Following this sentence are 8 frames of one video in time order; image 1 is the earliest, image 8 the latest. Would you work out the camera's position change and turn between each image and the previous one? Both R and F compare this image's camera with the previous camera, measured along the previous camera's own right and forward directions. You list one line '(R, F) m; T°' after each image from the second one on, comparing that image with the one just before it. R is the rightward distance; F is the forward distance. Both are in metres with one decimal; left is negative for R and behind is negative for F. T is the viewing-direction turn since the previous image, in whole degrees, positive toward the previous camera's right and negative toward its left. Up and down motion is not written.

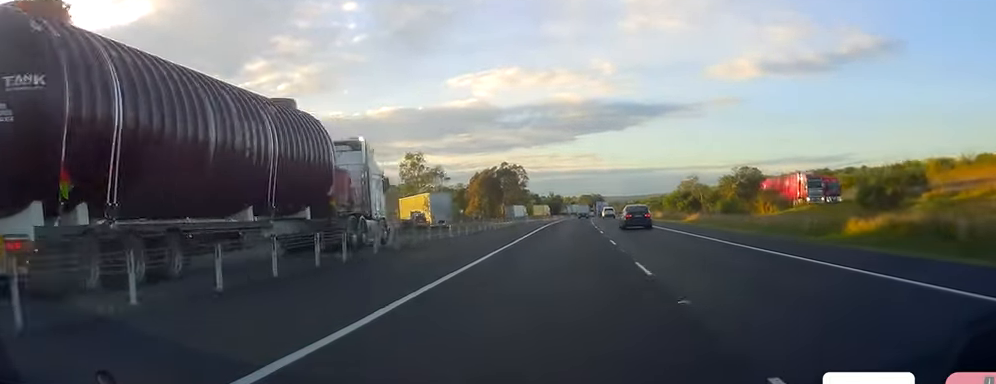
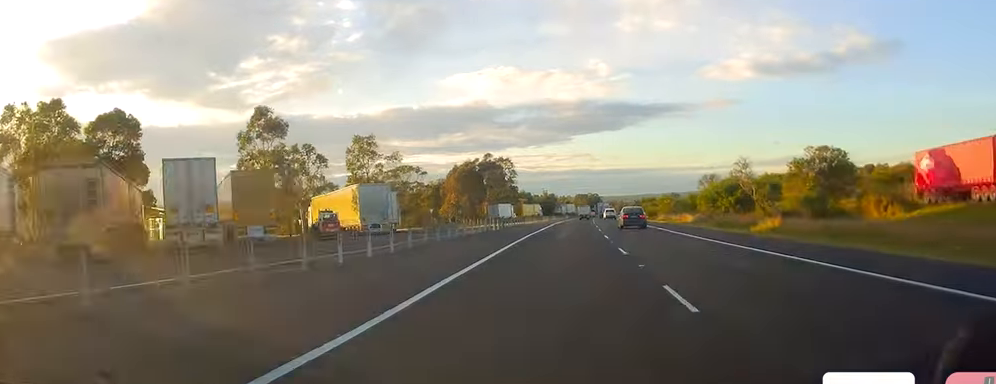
(+0.4, +28.5) m; 0°
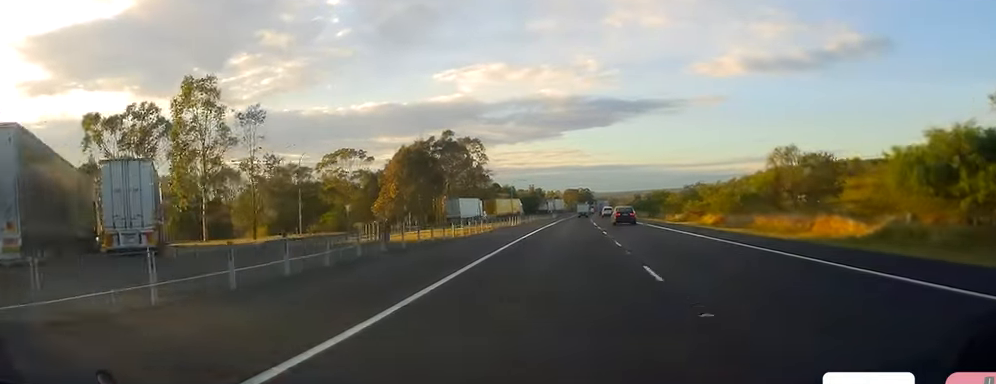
(-0.7, +43.4) m; 0°
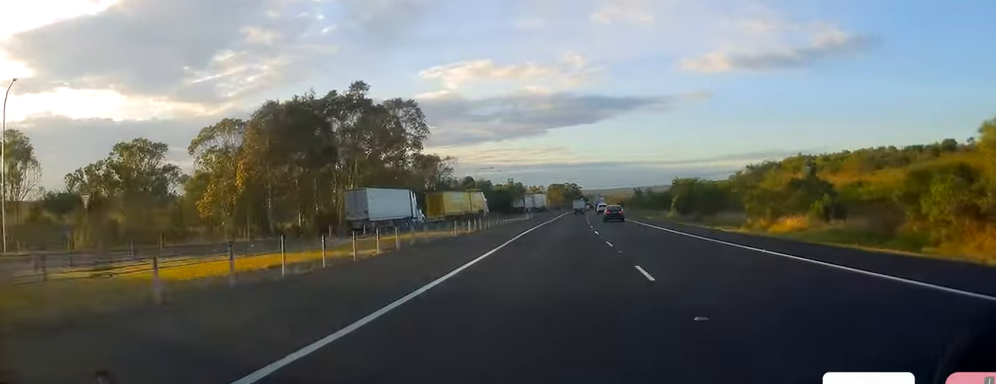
(+1.2, +47.2) m; +2°
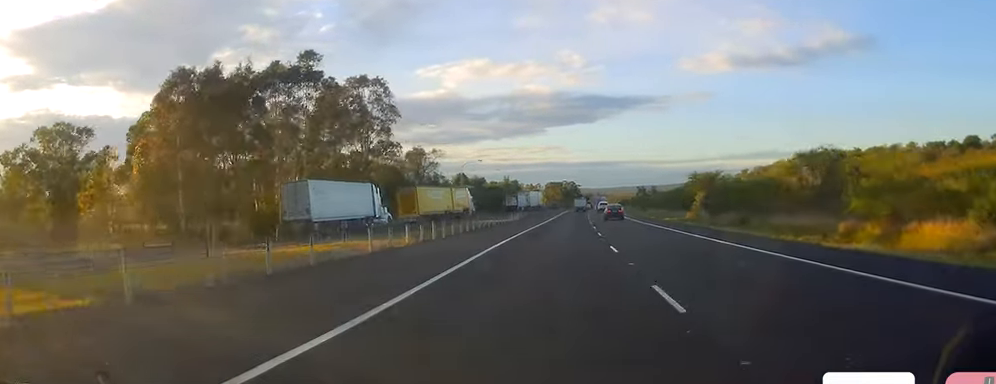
(-0.3, +15.8) m; 0°
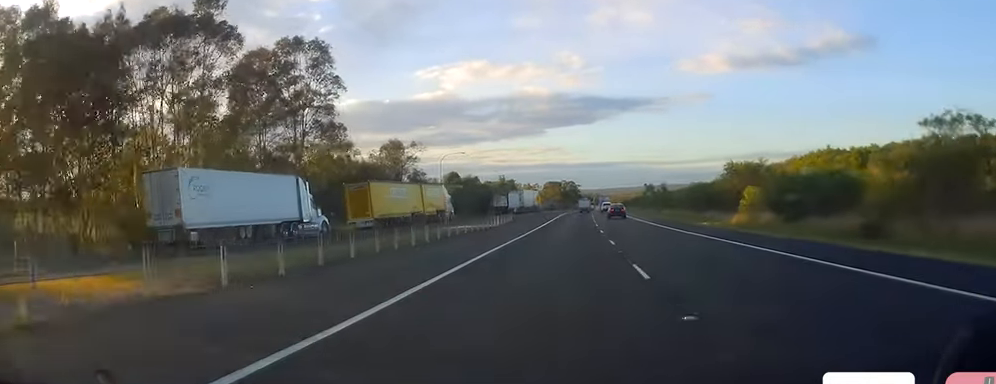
(+0.1, +19.5) m; 0°
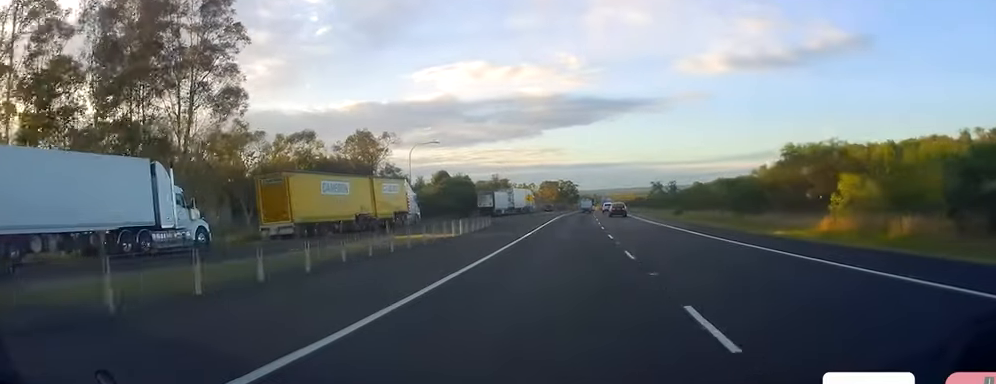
(+0.2, +18.5) m; 0°
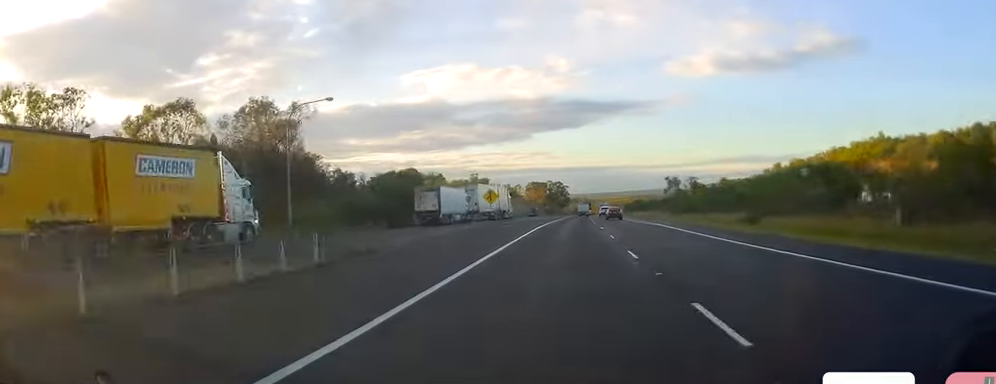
(-0.3, +35.2) m; -1°
